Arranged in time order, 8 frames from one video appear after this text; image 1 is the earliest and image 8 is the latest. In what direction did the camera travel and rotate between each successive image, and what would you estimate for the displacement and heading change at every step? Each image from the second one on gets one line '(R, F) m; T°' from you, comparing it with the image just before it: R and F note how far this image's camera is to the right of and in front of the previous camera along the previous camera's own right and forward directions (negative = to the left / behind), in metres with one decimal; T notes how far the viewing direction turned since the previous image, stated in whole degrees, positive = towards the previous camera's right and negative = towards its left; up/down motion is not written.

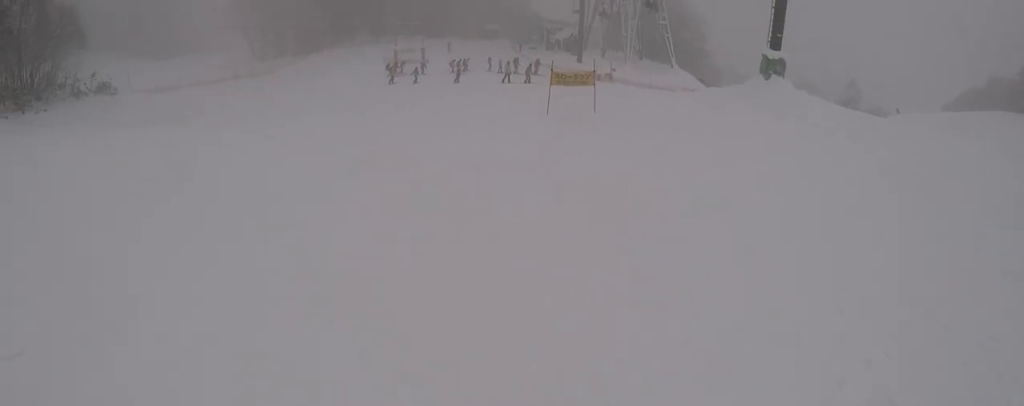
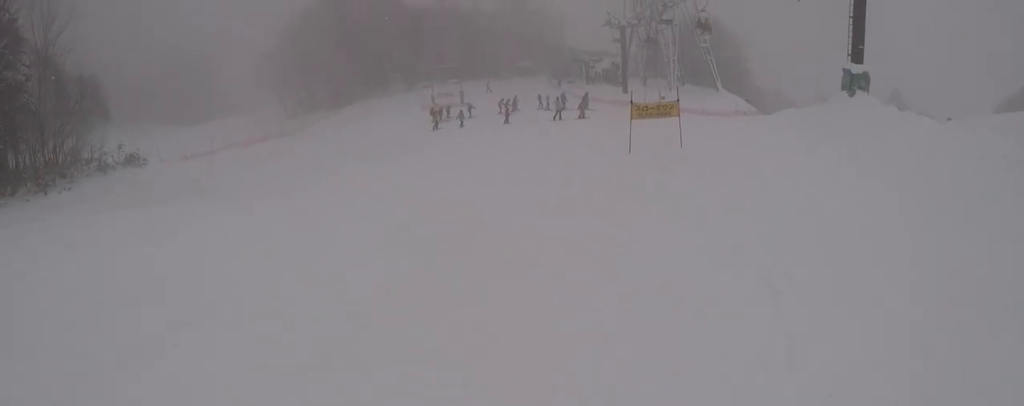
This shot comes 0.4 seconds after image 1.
(0.0, +3.2) m; 0°
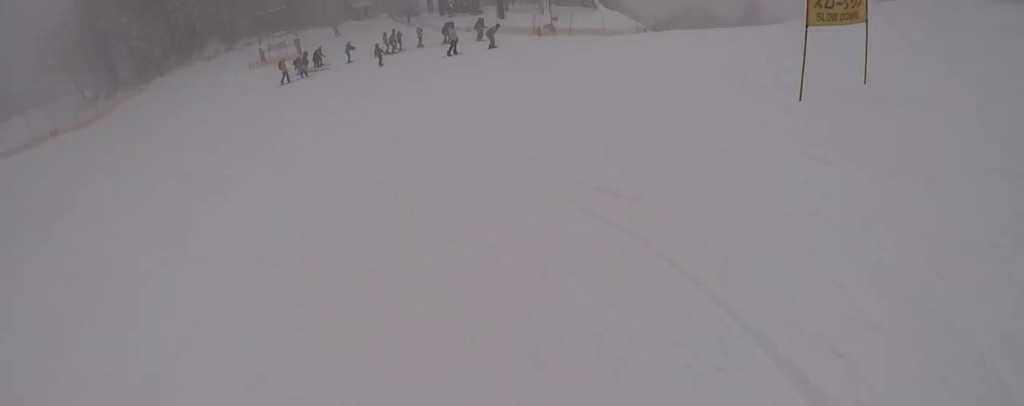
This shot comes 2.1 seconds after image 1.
(+0.1, +13.7) m; +11°
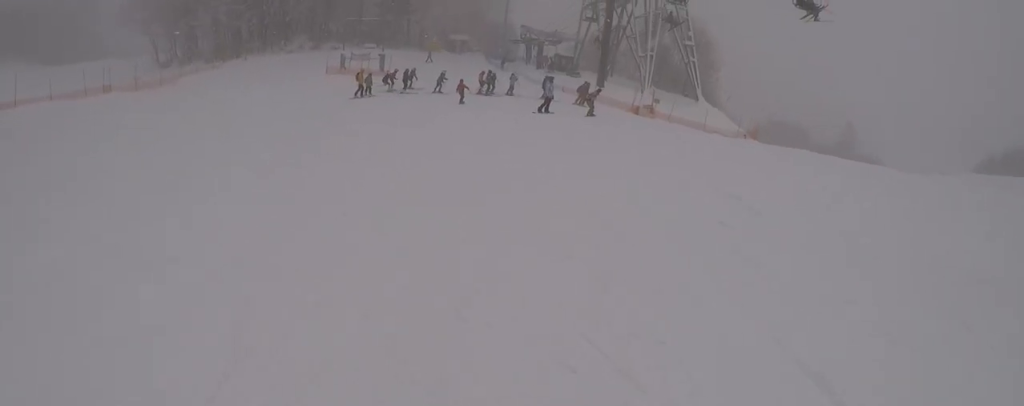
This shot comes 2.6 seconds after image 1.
(+0.8, +3.8) m; -6°
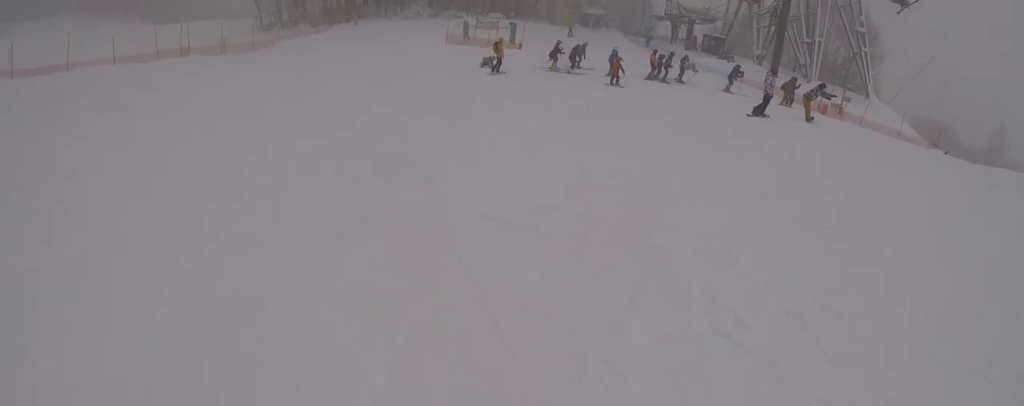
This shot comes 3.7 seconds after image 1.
(-1.3, +8.0) m; -18°
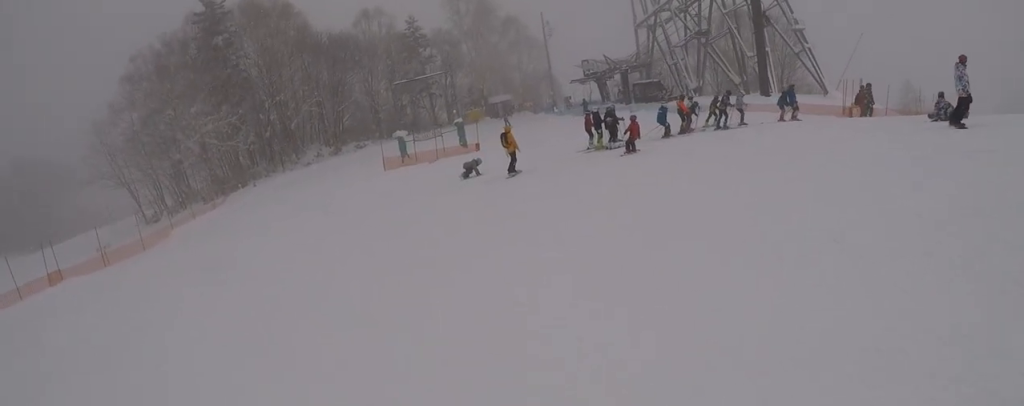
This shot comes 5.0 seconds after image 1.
(-1.2, +10.1) m; +2°
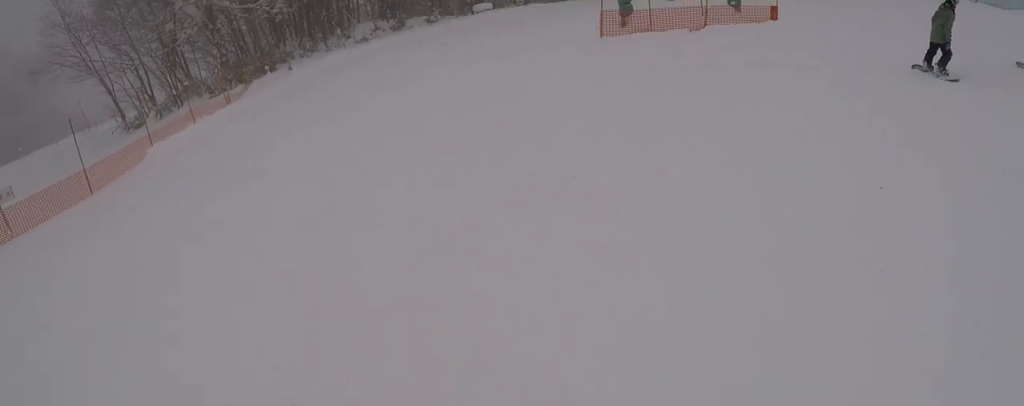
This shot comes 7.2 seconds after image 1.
(+3.2, +16.7) m; +24°
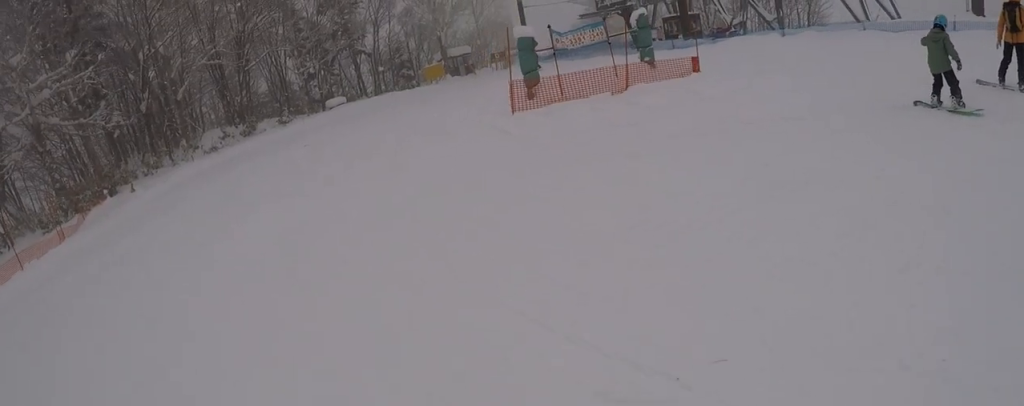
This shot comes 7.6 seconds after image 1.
(+0.6, +3.2) m; +7°
